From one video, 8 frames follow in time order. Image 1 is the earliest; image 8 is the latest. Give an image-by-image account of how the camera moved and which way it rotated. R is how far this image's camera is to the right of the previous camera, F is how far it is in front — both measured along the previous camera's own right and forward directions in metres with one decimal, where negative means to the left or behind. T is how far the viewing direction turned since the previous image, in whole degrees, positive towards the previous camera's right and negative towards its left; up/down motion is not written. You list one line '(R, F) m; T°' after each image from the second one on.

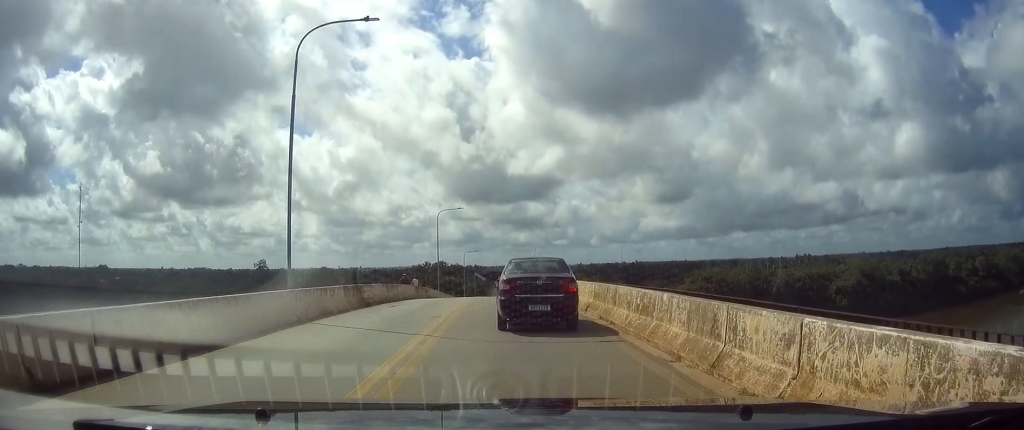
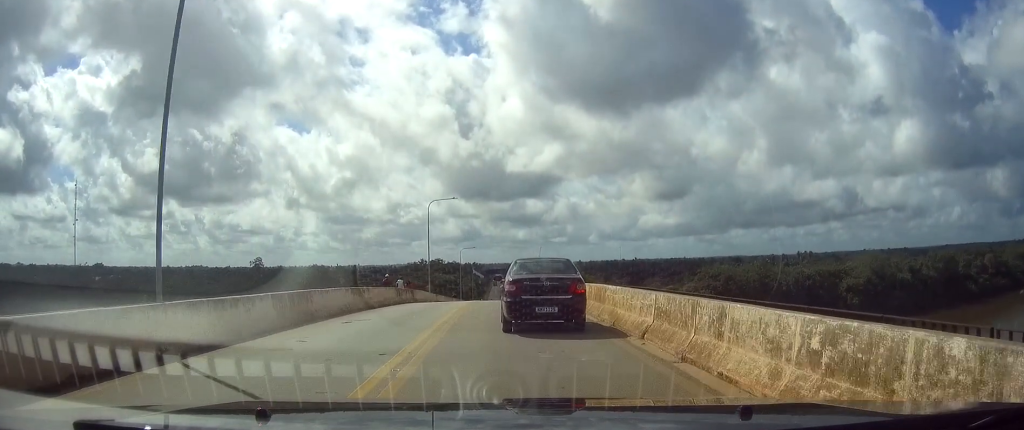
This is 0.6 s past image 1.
(-0.1, +7.0) m; 0°
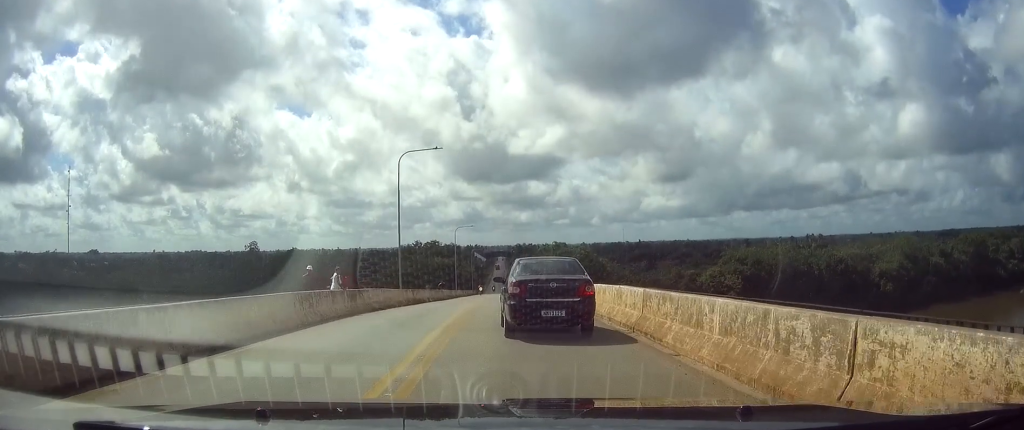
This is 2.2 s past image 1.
(+0.3, +17.7) m; +1°
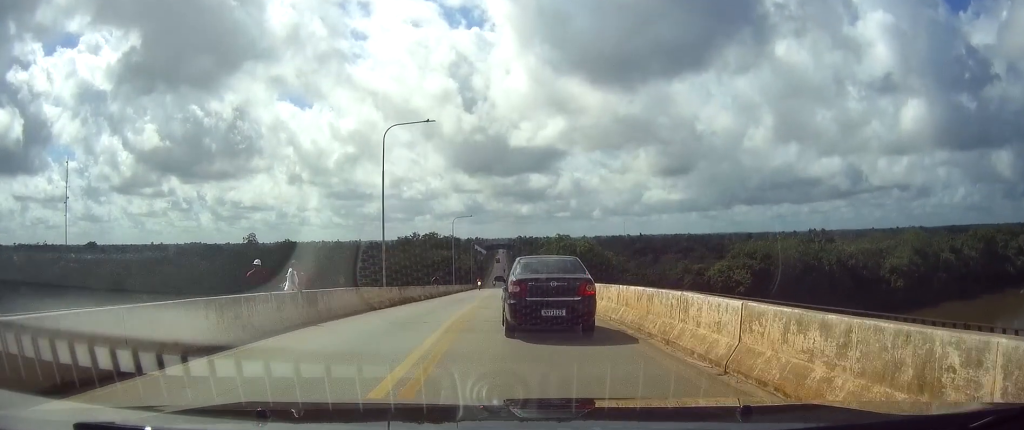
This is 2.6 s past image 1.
(-0.1, +5.1) m; 0°
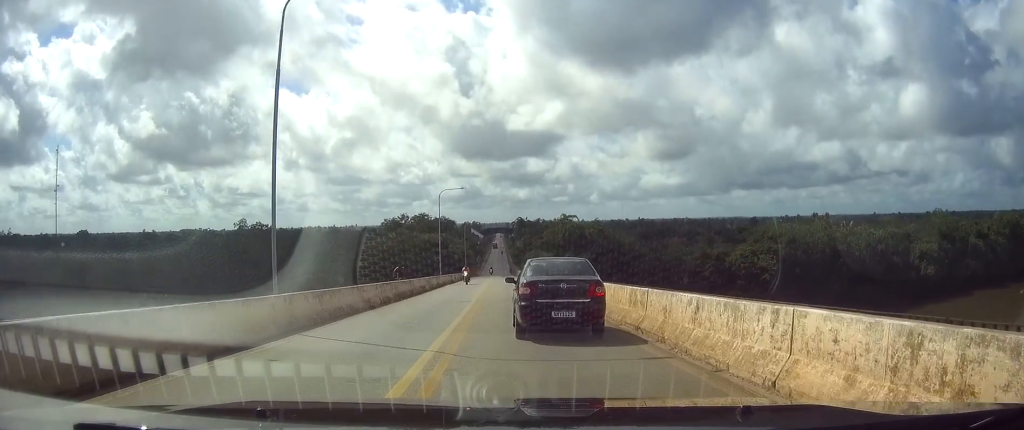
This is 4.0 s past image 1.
(-0.2, +15.9) m; -1°
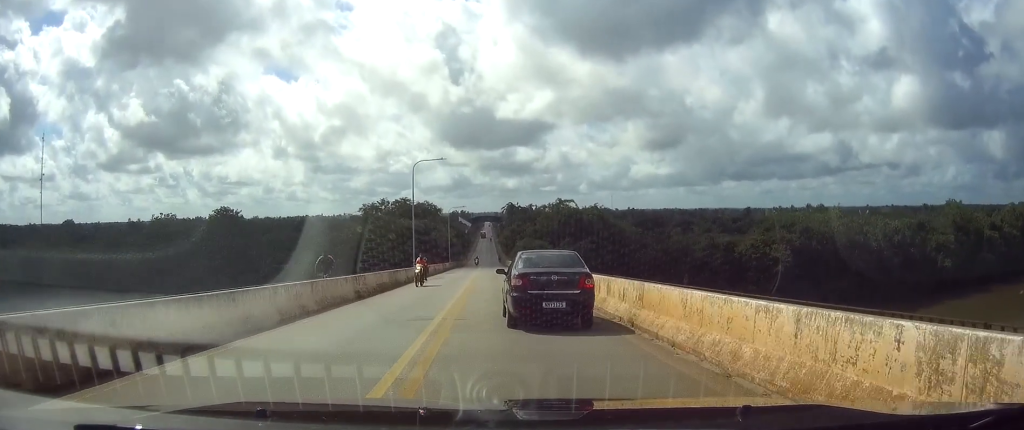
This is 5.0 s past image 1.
(0.0, +11.7) m; 0°
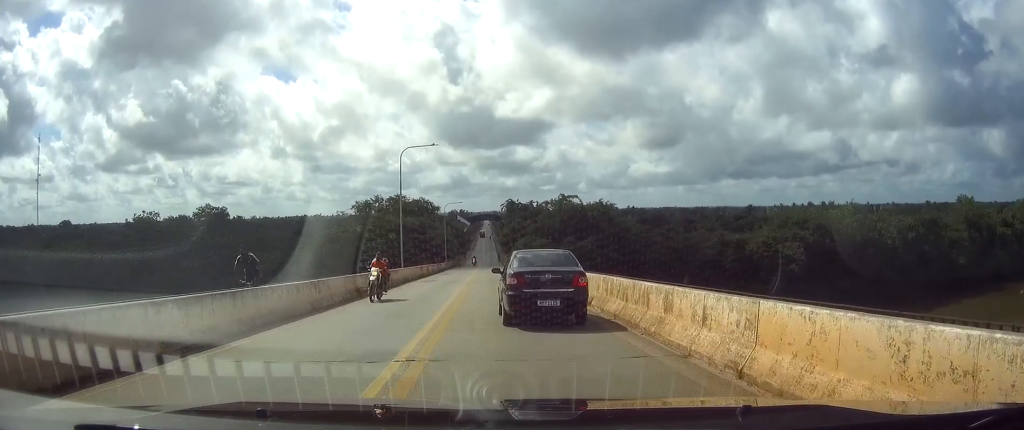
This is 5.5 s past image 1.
(0.0, +5.6) m; 0°
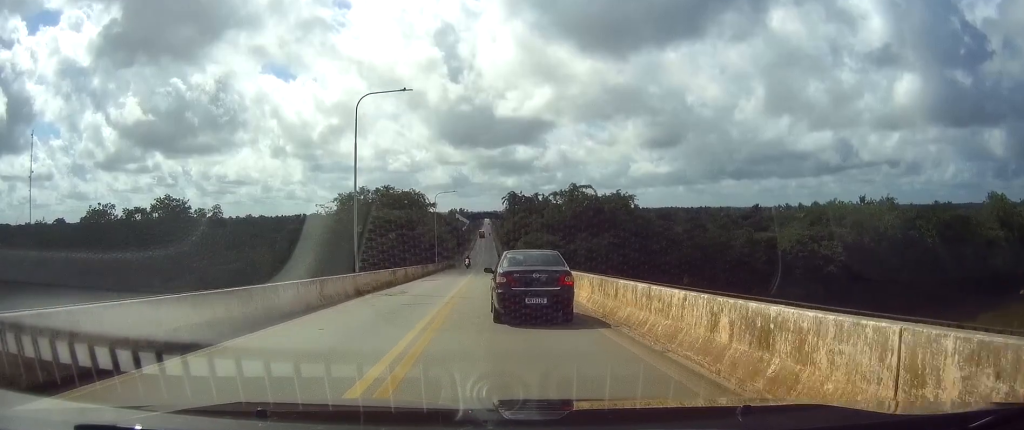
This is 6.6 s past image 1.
(+0.1, +13.7) m; 0°
